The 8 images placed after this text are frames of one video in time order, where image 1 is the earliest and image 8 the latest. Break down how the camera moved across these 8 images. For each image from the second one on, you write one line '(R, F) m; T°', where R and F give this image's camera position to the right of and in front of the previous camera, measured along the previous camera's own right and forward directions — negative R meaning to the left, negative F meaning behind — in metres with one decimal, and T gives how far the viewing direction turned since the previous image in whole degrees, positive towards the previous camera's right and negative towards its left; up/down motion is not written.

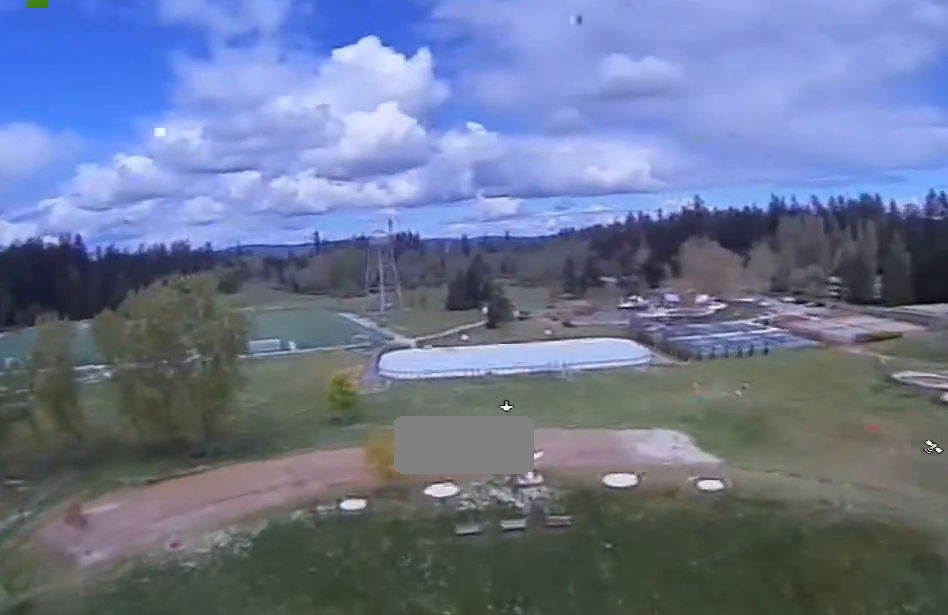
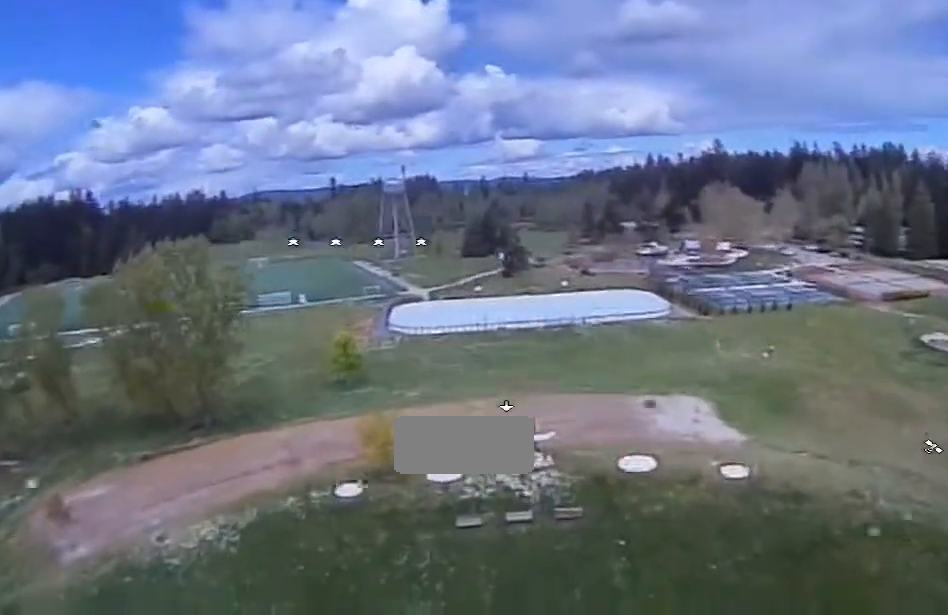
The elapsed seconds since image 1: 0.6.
(0.0, +5.4) m; -1°
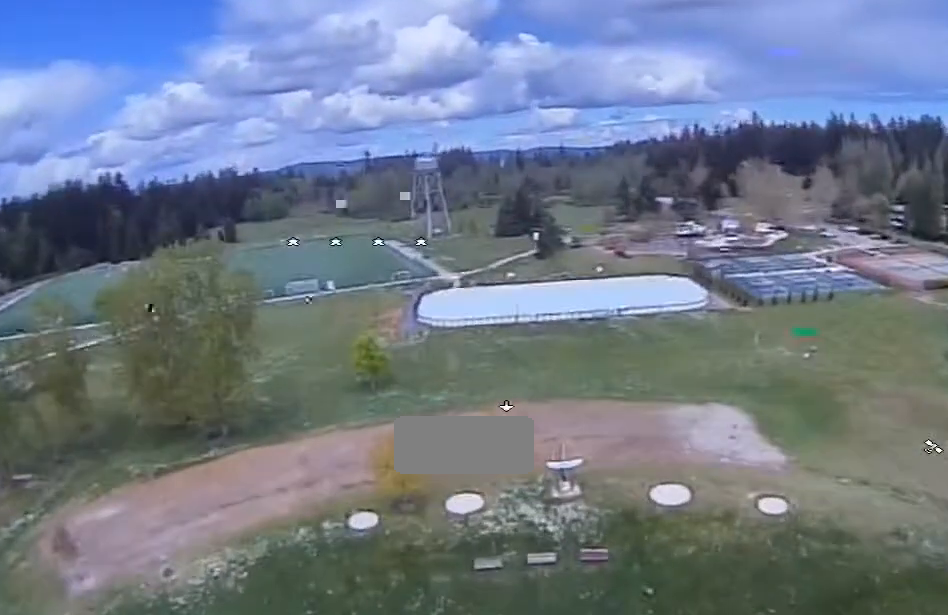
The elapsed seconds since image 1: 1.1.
(0.0, +4.5) m; -1°
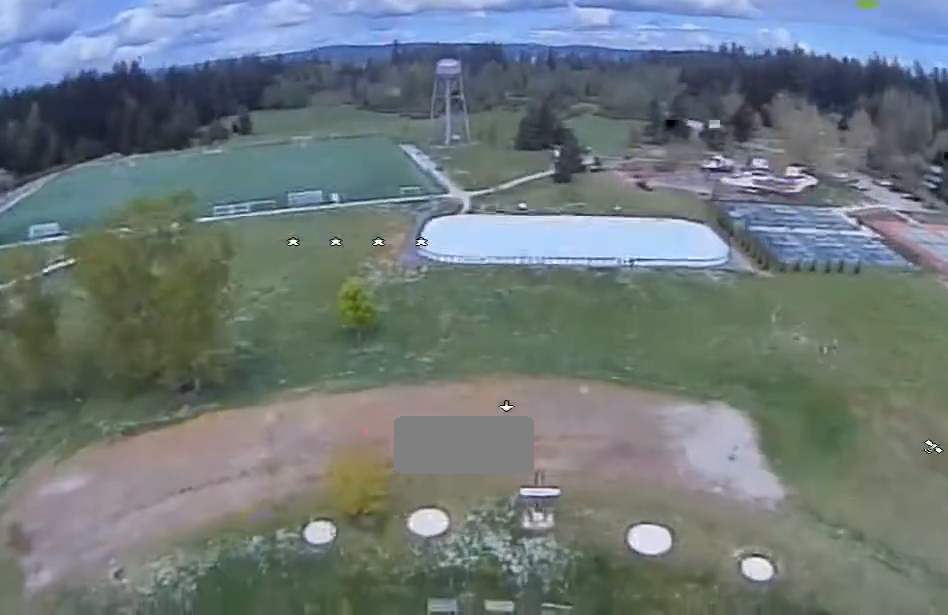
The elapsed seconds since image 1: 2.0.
(-0.2, +9.0) m; -4°
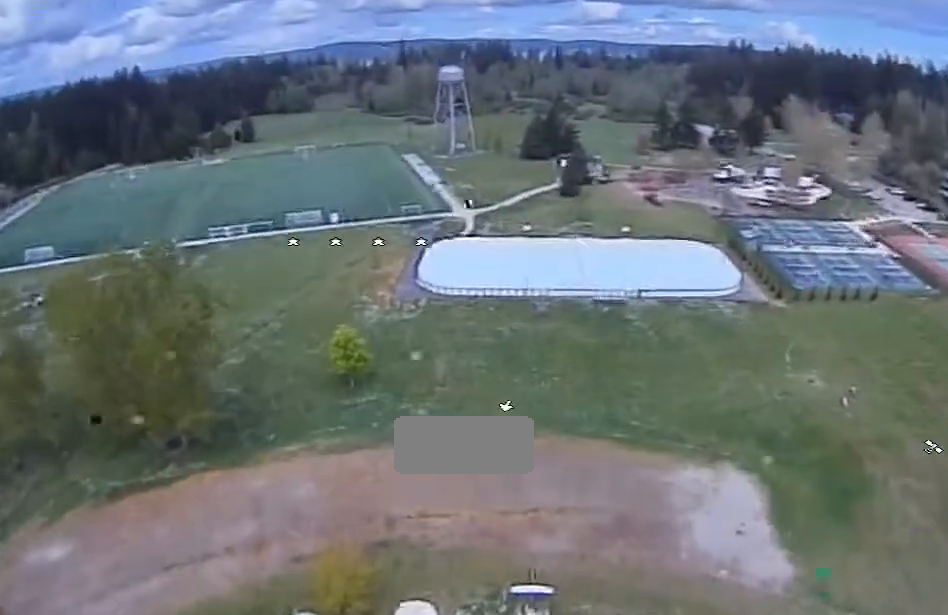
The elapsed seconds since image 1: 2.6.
(-0.3, +6.4) m; -3°
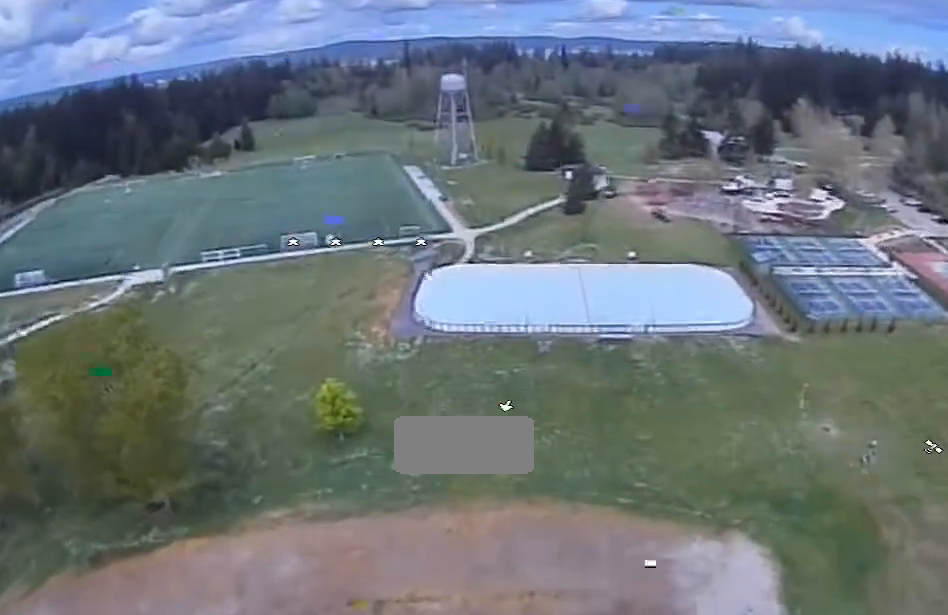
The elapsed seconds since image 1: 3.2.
(-0.1, +7.2) m; -2°
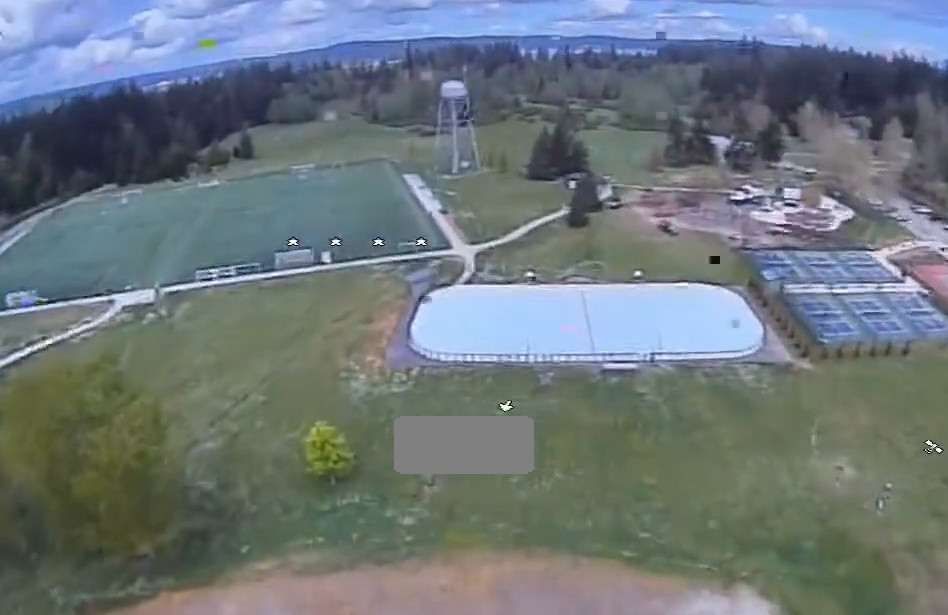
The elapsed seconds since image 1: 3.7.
(-0.1, +6.4) m; -1°
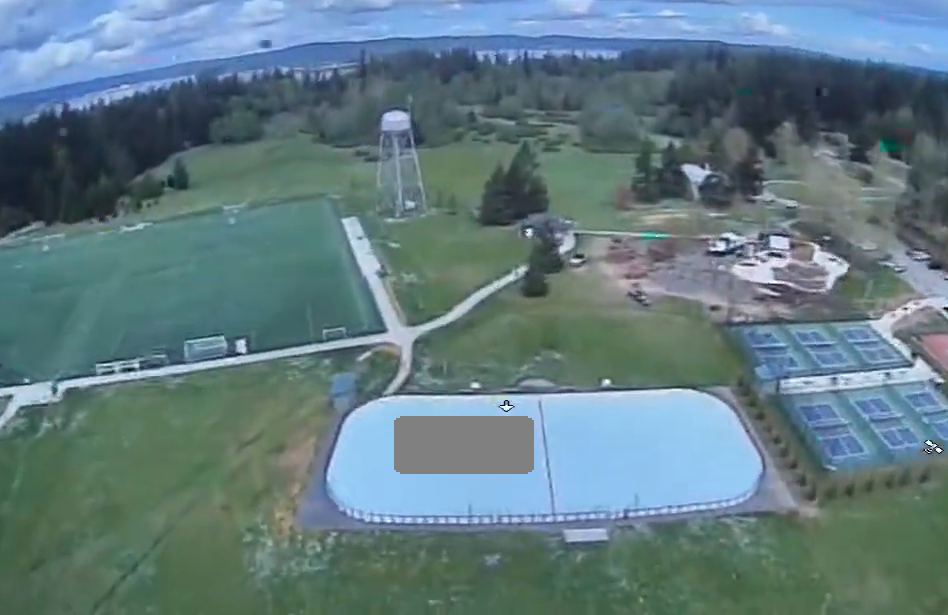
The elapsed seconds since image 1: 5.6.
(-0.6, +26.4) m; -2°
